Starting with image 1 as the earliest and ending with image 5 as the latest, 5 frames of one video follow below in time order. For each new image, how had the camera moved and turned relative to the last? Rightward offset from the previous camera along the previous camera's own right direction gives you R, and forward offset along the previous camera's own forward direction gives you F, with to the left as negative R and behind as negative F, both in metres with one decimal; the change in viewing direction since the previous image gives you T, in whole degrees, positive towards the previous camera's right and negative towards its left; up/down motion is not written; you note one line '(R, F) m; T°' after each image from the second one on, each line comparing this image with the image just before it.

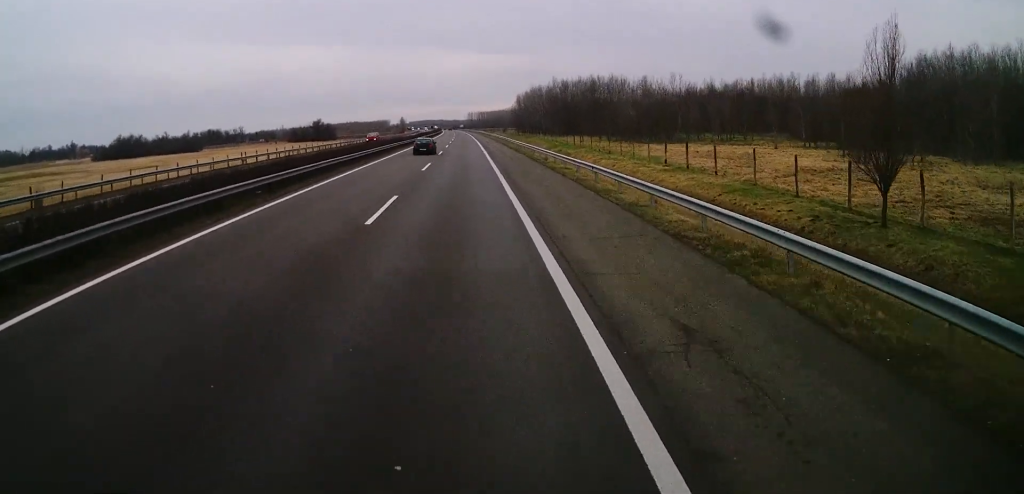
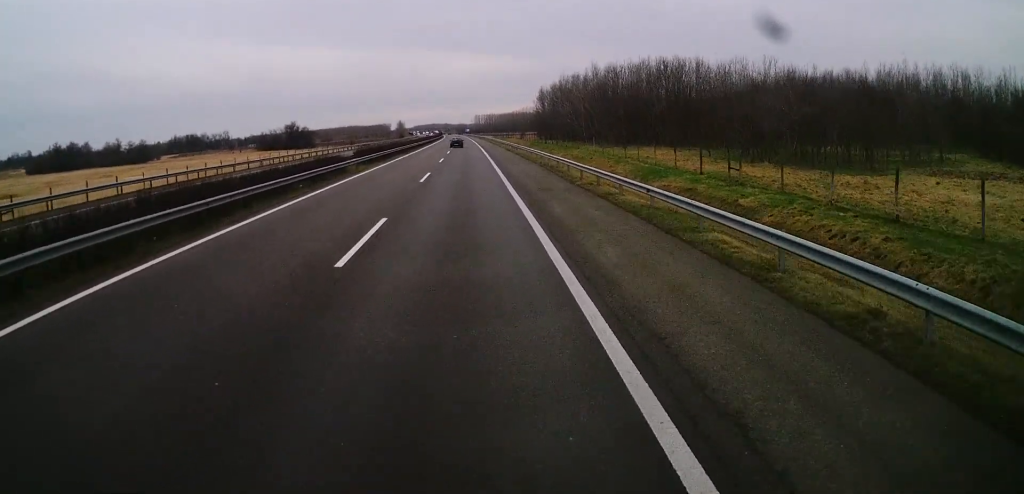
(+0.2, +59.2) m; -1°
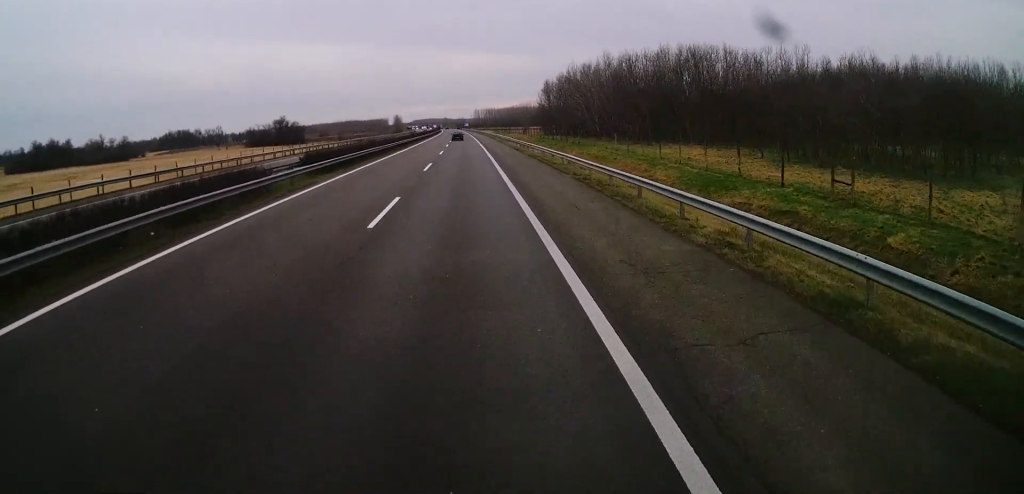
(-0.3, +14.7) m; 0°
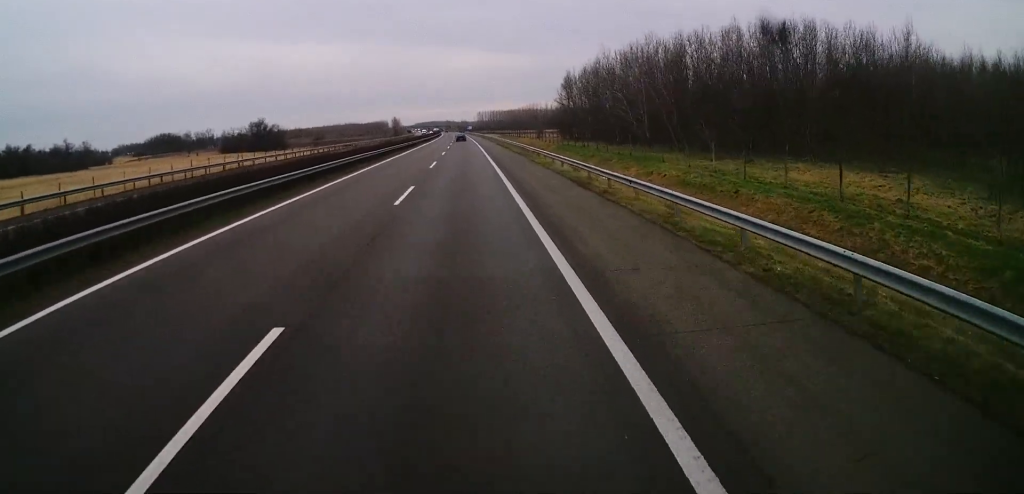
(+0.4, +31.7) m; 0°
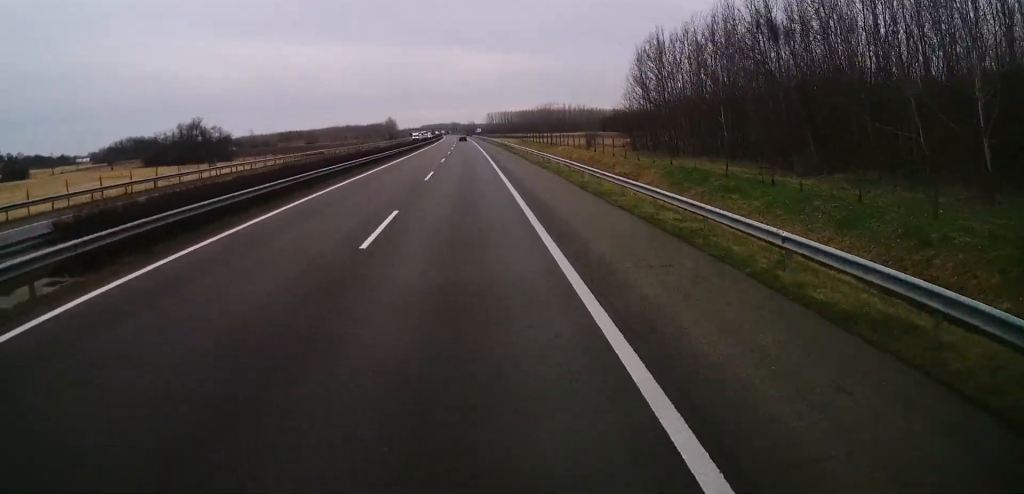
(-0.1, +62.0) m; 0°
